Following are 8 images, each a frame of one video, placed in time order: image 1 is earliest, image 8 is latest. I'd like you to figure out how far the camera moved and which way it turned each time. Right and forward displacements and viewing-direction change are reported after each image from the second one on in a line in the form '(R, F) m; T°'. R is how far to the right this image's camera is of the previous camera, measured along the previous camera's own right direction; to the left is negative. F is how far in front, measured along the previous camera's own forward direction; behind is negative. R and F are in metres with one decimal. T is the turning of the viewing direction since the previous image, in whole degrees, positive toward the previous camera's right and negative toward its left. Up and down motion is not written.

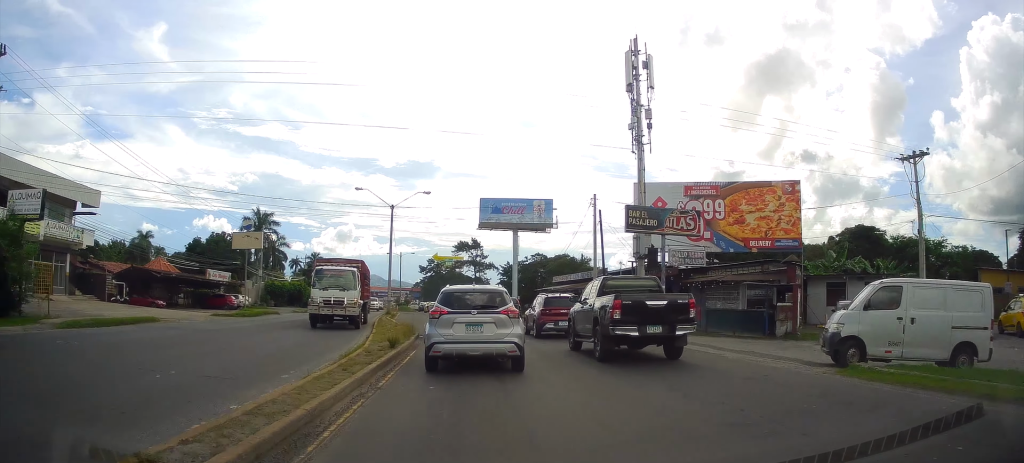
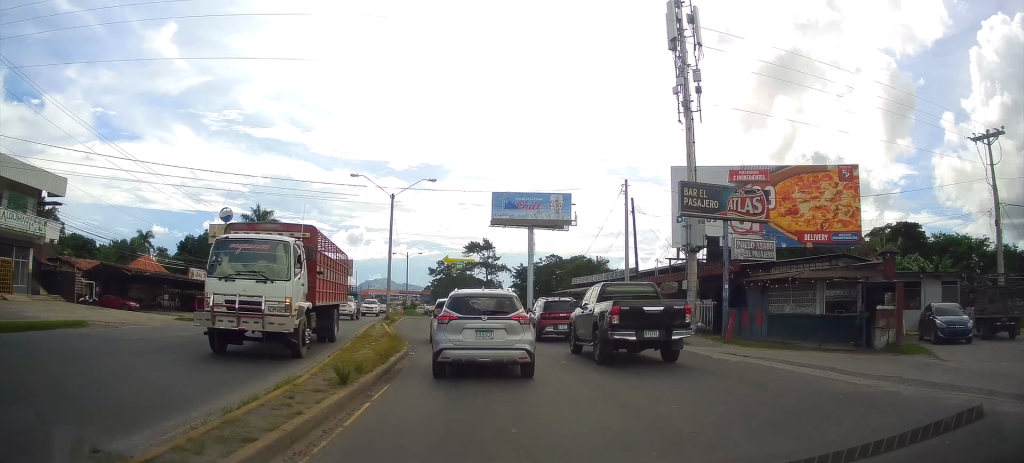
(0.0, +6.9) m; -1°
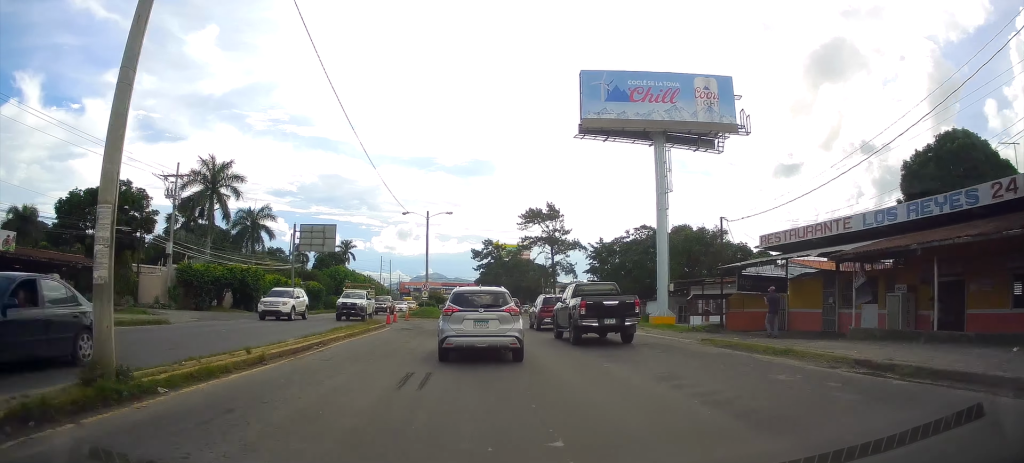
(-1.8, +38.6) m; -4°
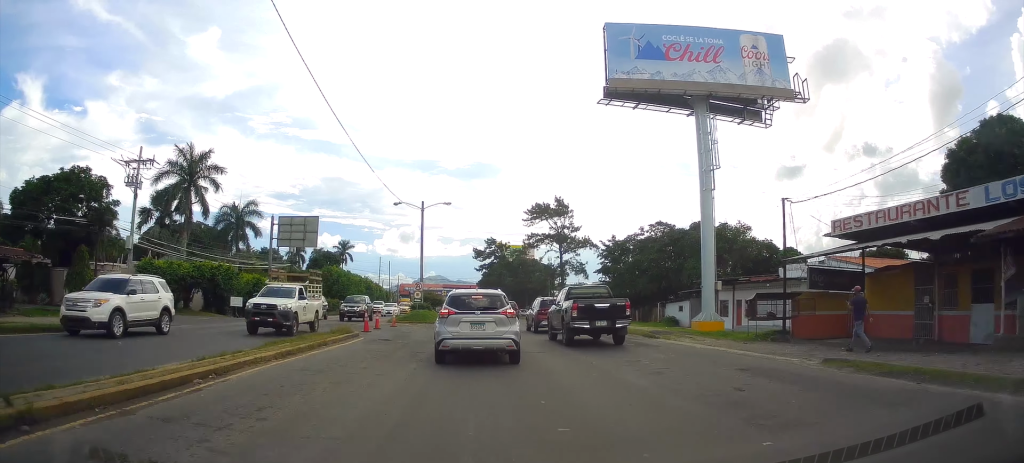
(0.0, +6.0) m; 0°
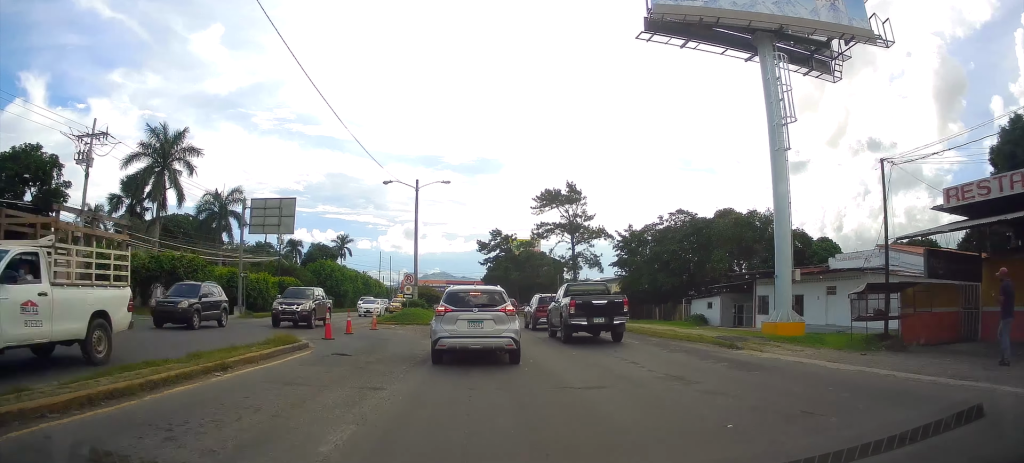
(0.0, +5.9) m; 0°
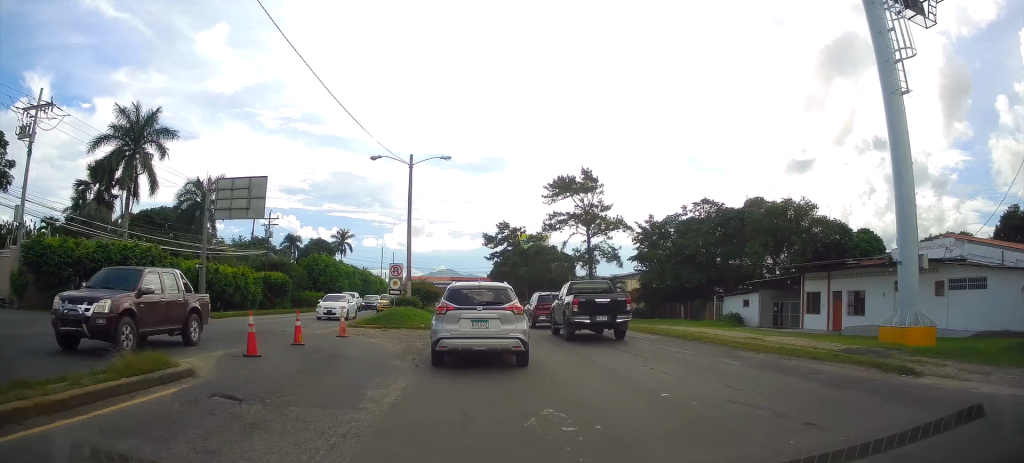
(0.0, +5.7) m; -1°
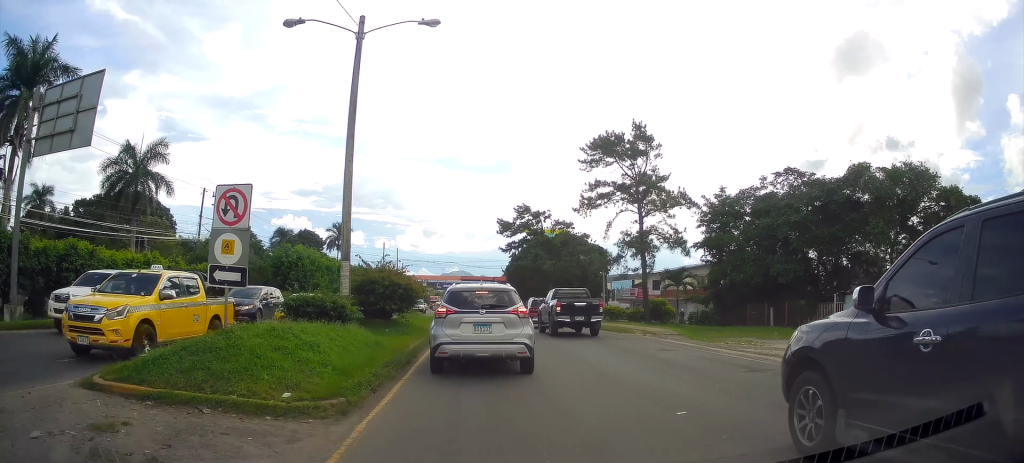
(-0.4, +17.1) m; -3°
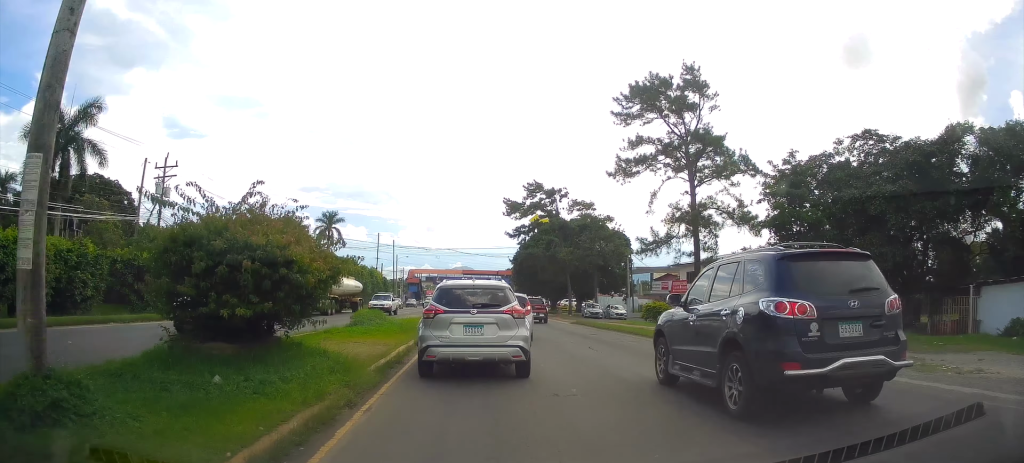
(-0.1, +12.3) m; -1°
